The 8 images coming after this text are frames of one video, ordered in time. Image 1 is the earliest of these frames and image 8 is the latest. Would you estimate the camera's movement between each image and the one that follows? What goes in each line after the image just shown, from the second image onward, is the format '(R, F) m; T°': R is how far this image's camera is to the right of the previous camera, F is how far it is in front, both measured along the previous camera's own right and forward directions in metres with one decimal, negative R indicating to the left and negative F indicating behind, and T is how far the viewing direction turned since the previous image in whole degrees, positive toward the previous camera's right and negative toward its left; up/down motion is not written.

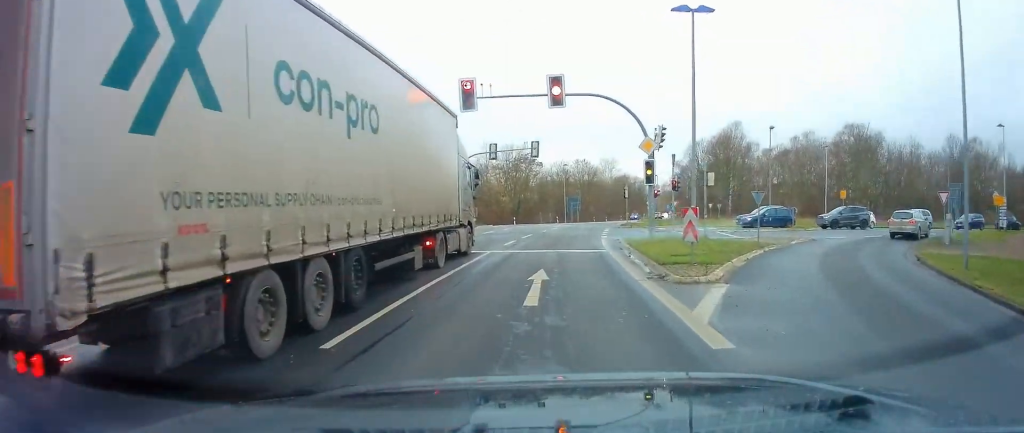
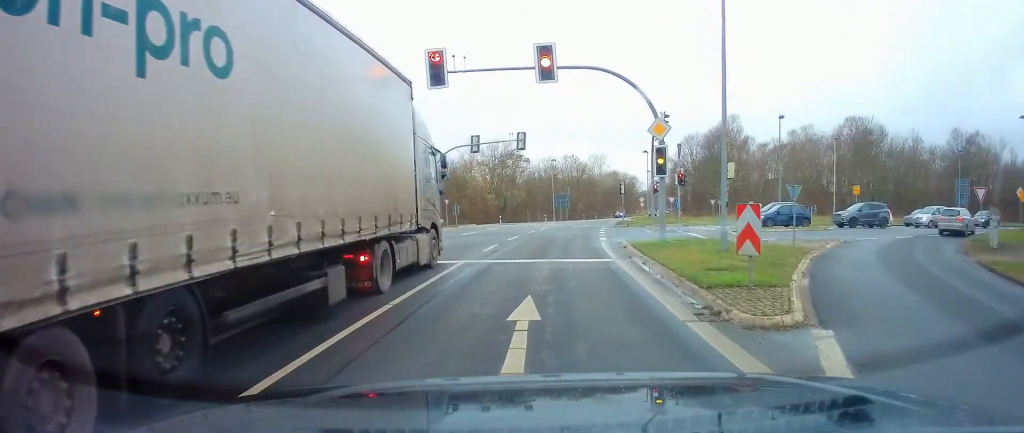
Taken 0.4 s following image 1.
(+0.1, +4.2) m; +1°
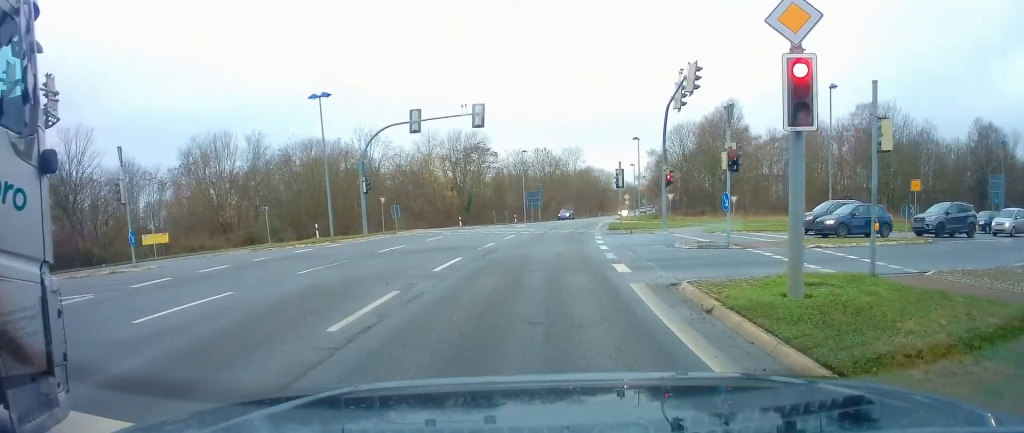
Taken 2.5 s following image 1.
(+0.2, +10.9) m; +9°
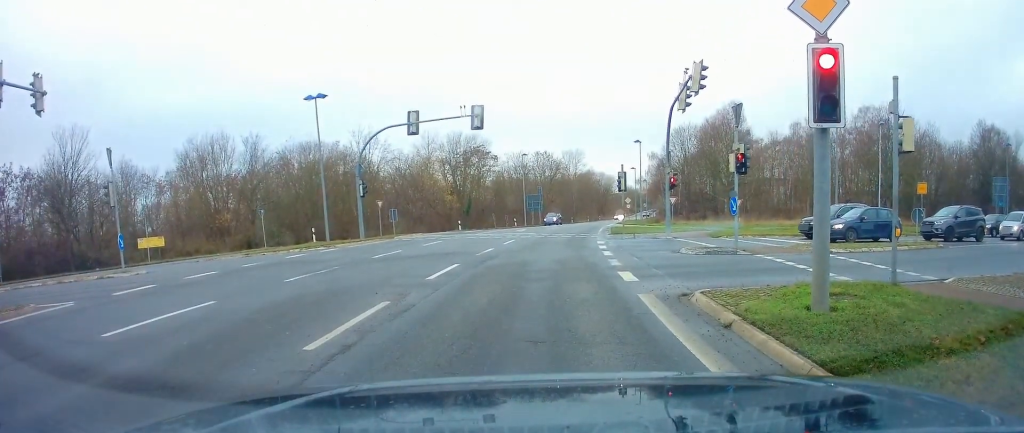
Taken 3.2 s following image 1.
(+0.2, +0.7) m; 0°
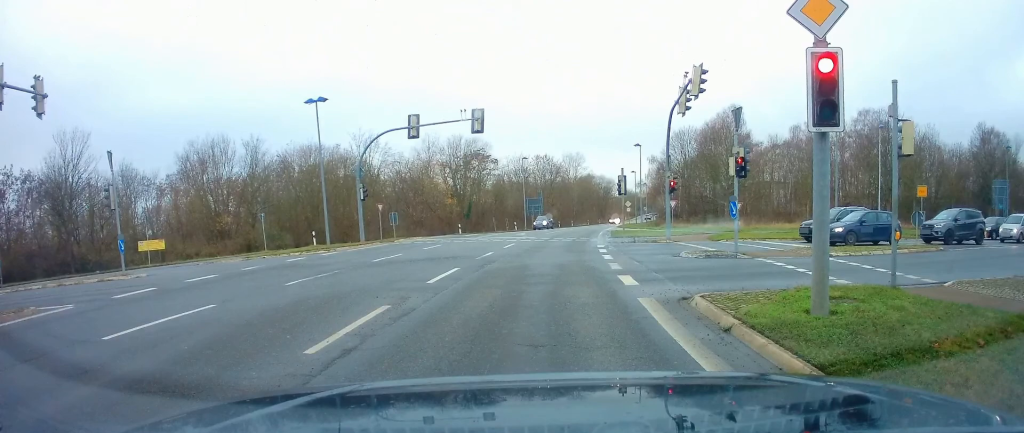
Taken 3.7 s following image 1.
(+0.1, +0.3) m; 0°
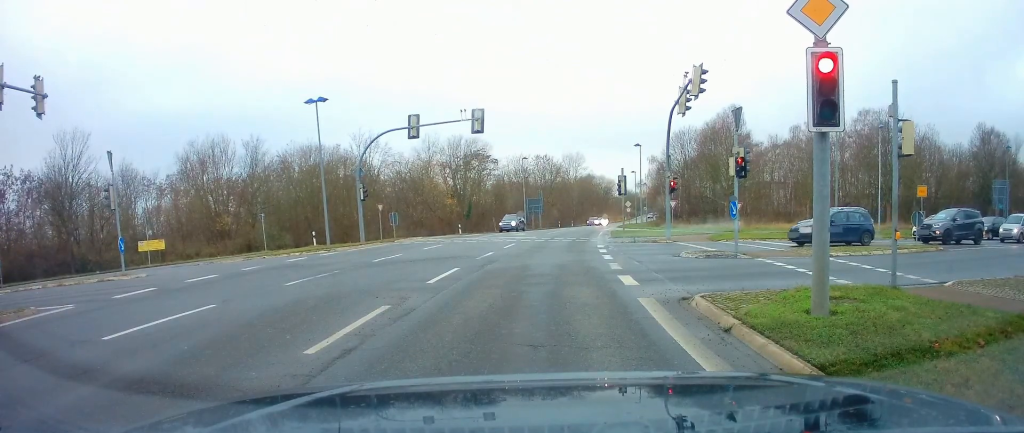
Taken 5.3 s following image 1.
(0.0, 0.0) m; 0°
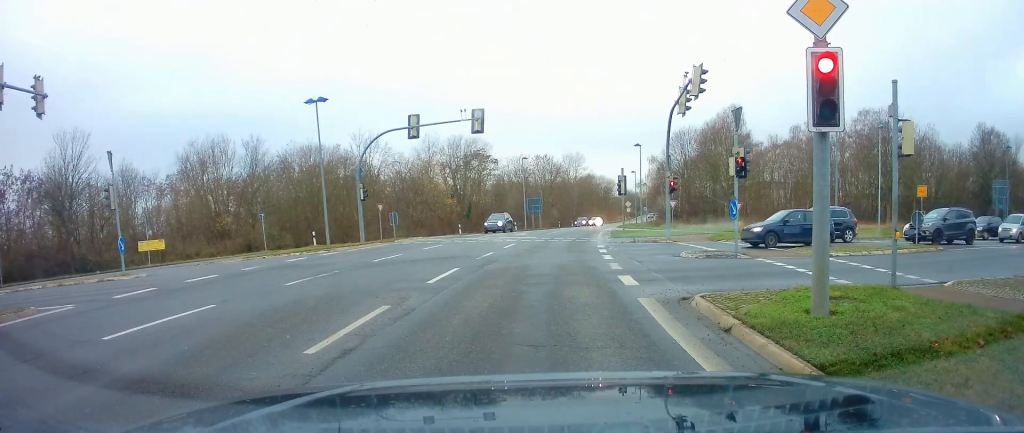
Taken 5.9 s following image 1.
(0.0, 0.0) m; 0°
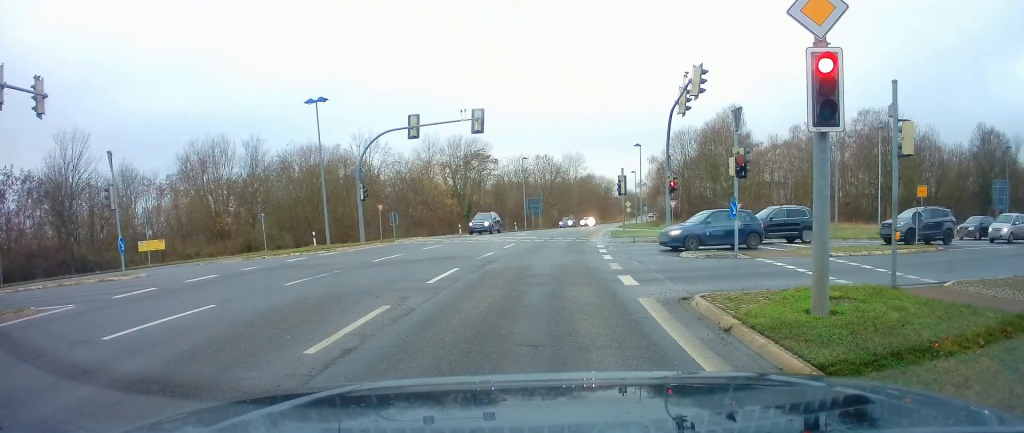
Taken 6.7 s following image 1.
(0.0, 0.0) m; 0°
